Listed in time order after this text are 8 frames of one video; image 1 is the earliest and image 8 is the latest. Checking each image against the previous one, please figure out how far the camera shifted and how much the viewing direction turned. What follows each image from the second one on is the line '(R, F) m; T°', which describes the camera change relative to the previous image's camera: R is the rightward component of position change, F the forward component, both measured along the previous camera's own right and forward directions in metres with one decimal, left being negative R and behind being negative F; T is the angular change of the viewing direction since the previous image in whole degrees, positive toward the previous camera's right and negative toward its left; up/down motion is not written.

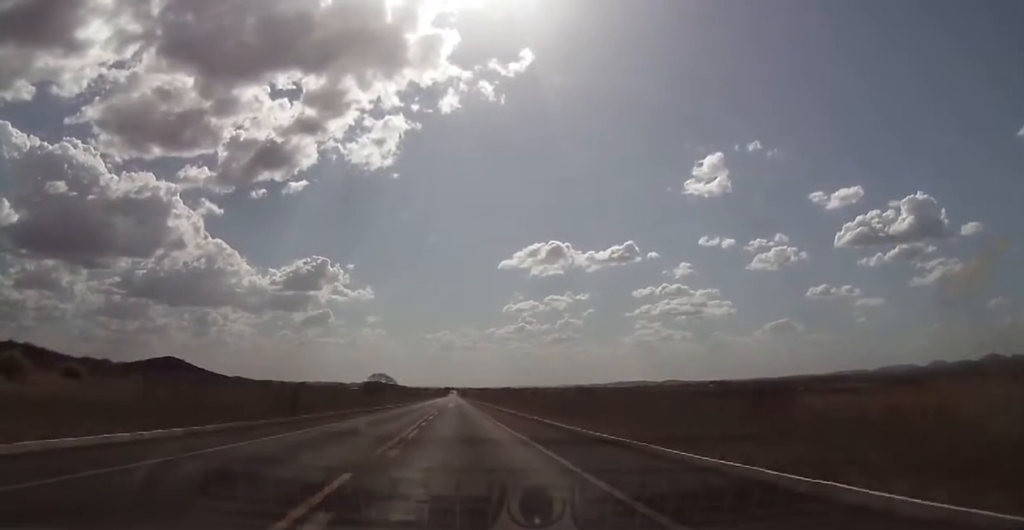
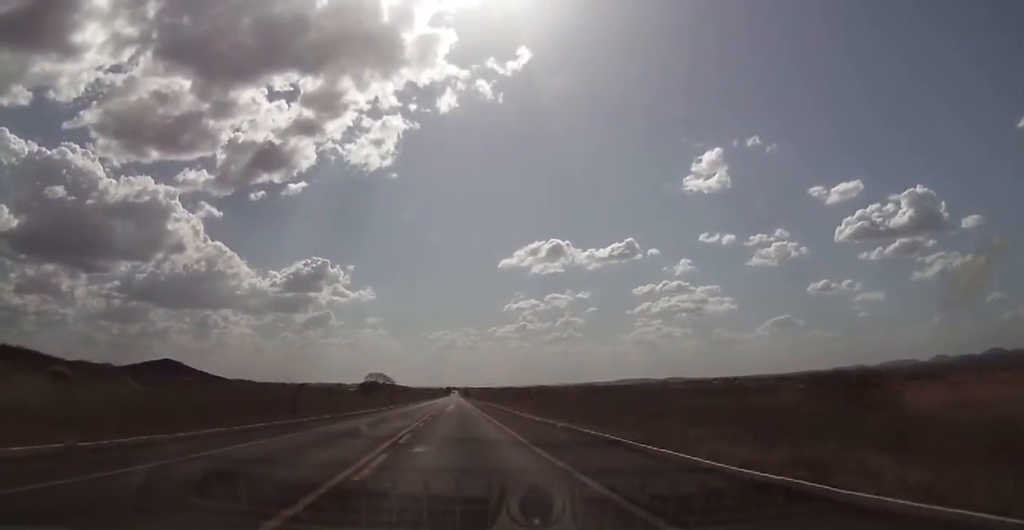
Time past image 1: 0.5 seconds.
(+0.1, +16.7) m; 0°
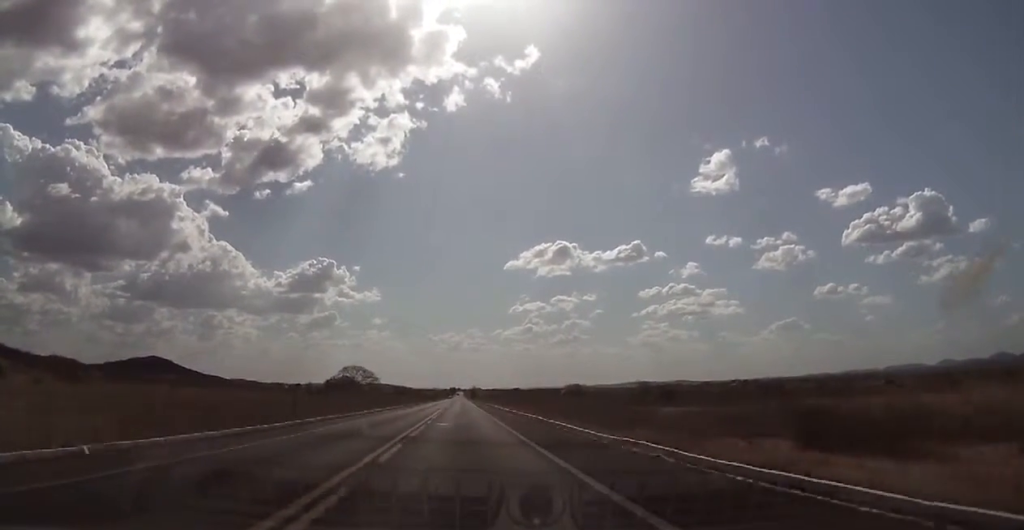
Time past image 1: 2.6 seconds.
(+0.4, +75.9) m; 0°
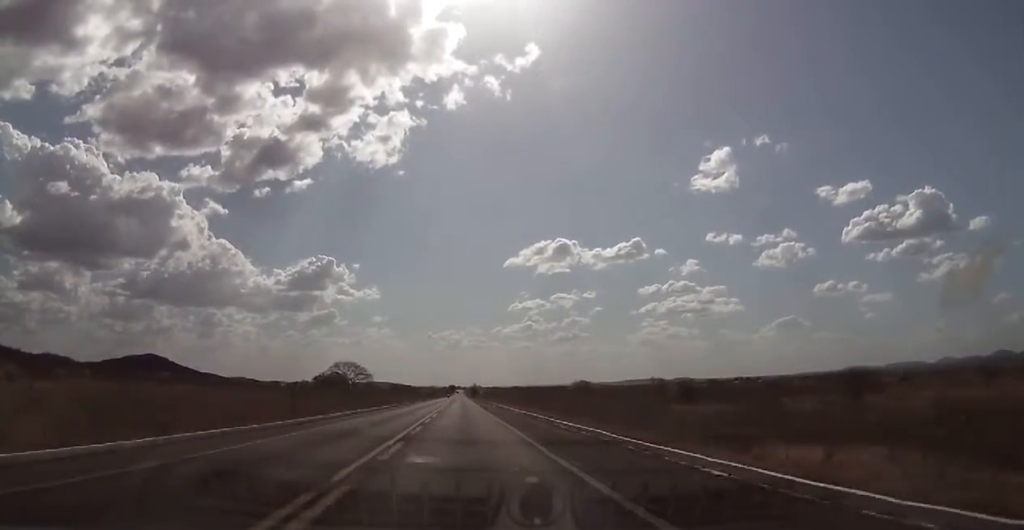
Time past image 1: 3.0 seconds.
(+0.1, +15.8) m; 0°
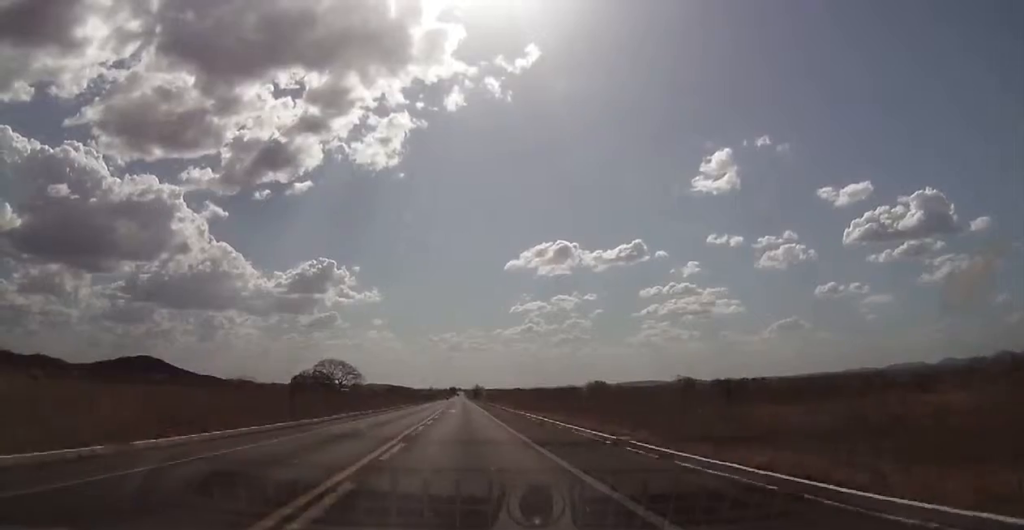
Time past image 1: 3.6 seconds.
(-0.1, +23.2) m; 0°
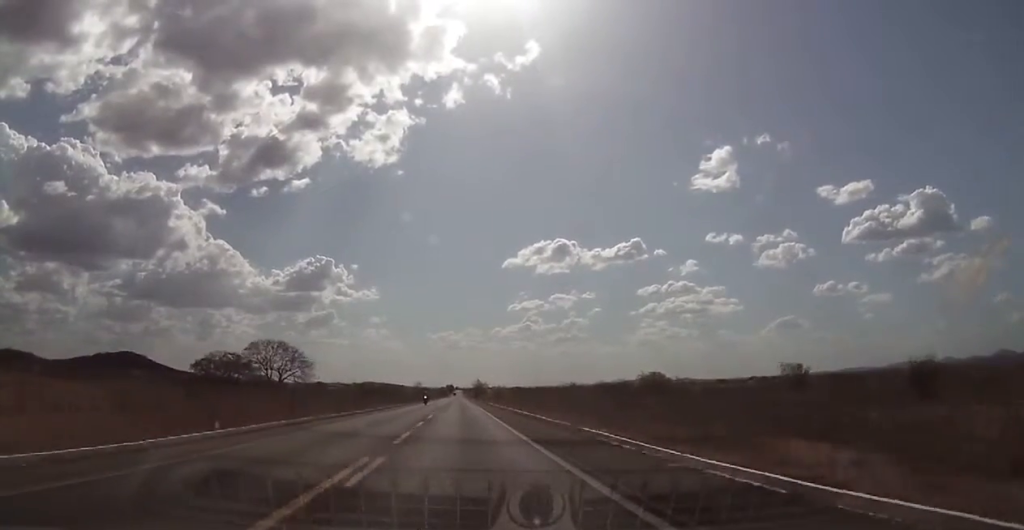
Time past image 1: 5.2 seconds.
(-0.2, +59.1) m; 0°
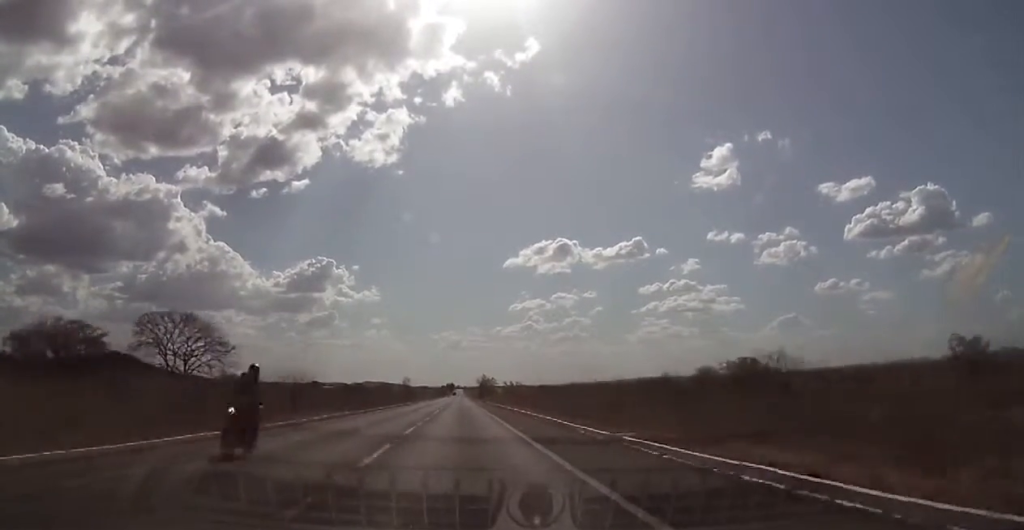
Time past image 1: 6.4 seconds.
(+0.1, +44.8) m; 0°
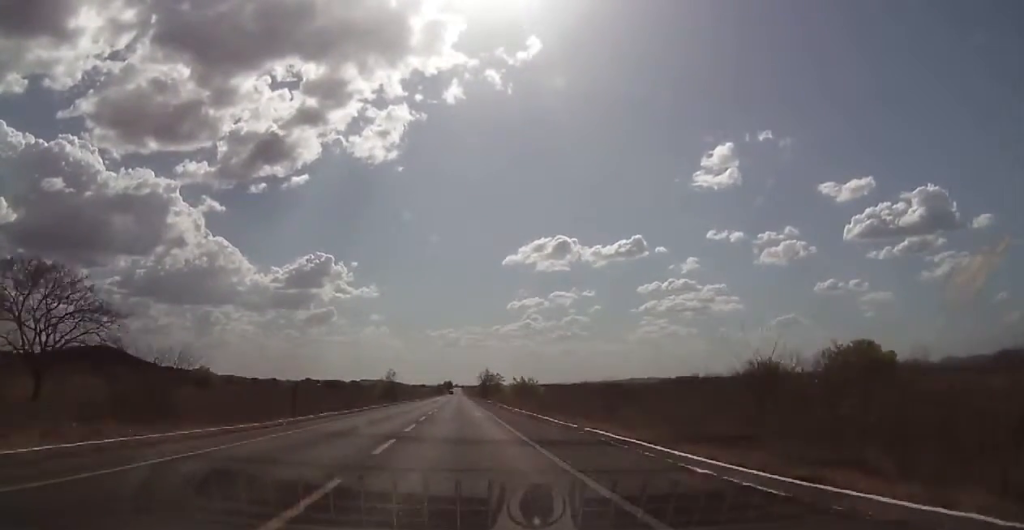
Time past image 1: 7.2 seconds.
(+0.2, +30.1) m; 0°
